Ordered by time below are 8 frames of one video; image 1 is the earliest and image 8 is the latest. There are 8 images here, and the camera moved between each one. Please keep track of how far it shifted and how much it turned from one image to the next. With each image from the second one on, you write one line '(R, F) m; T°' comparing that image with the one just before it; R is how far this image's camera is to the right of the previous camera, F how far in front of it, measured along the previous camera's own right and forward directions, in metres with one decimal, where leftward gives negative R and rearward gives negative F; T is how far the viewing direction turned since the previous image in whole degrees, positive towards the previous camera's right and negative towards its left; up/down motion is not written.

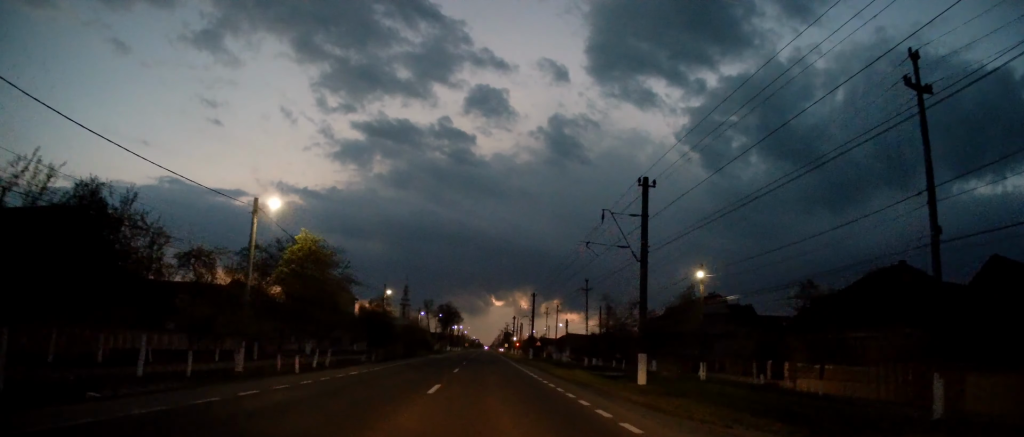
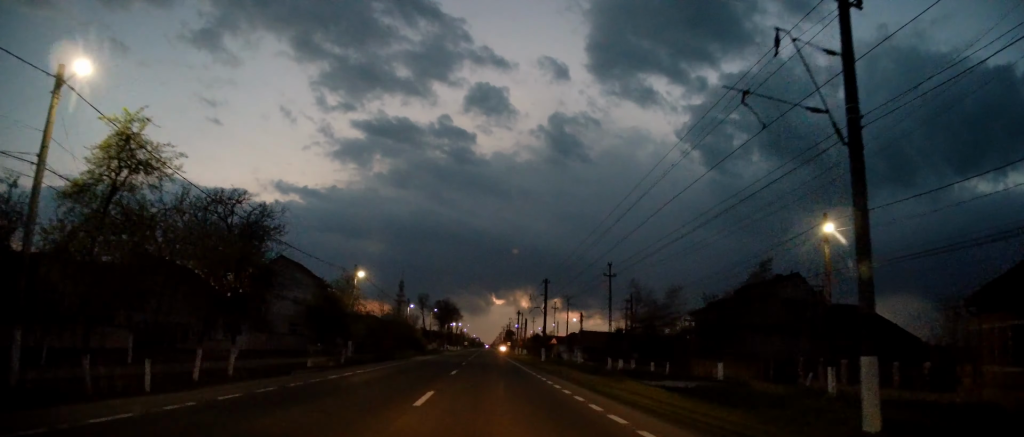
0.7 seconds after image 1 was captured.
(-0.1, +14.5) m; 0°
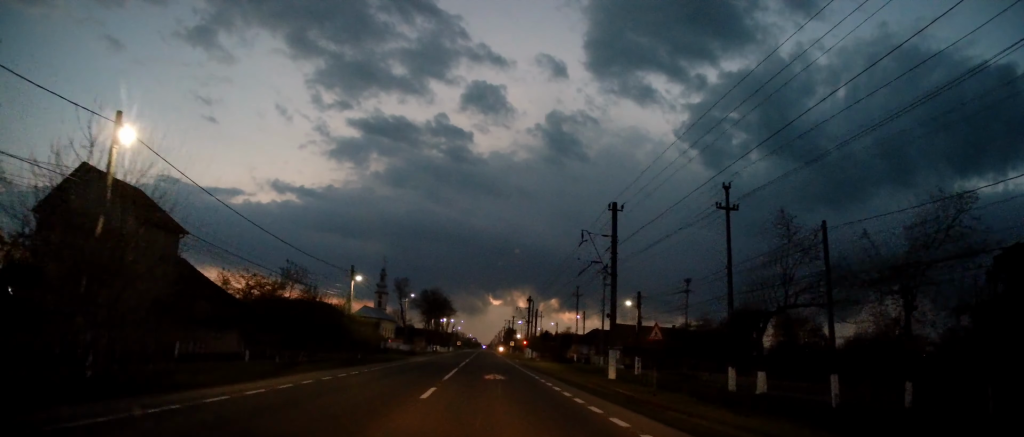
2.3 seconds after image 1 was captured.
(+0.2, +33.1) m; 0°
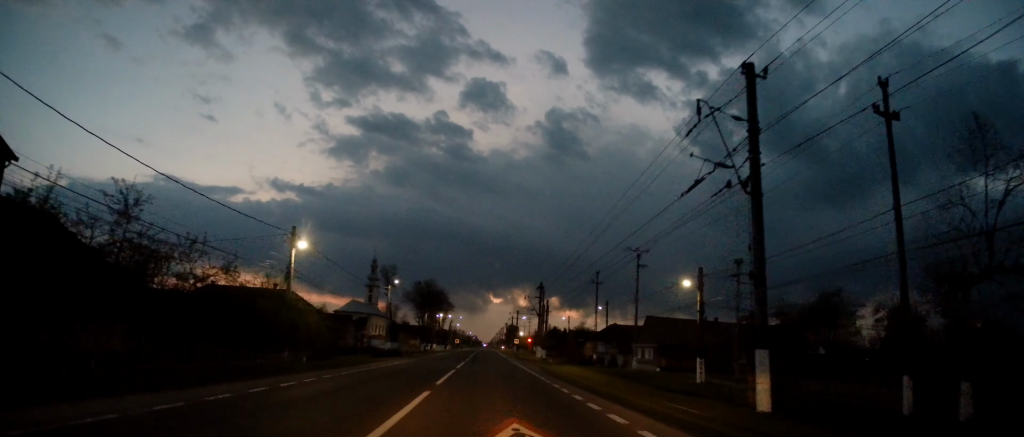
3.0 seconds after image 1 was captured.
(0.0, +15.3) m; 0°
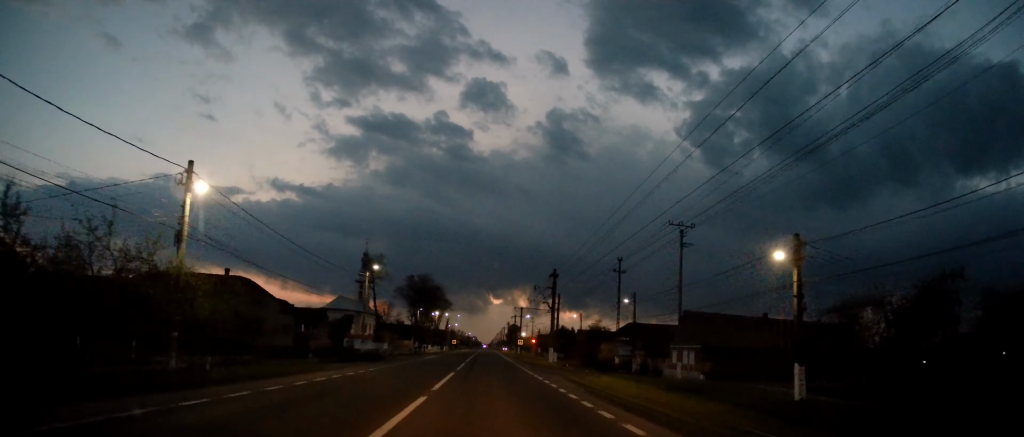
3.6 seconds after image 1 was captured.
(0.0, +12.5) m; 0°
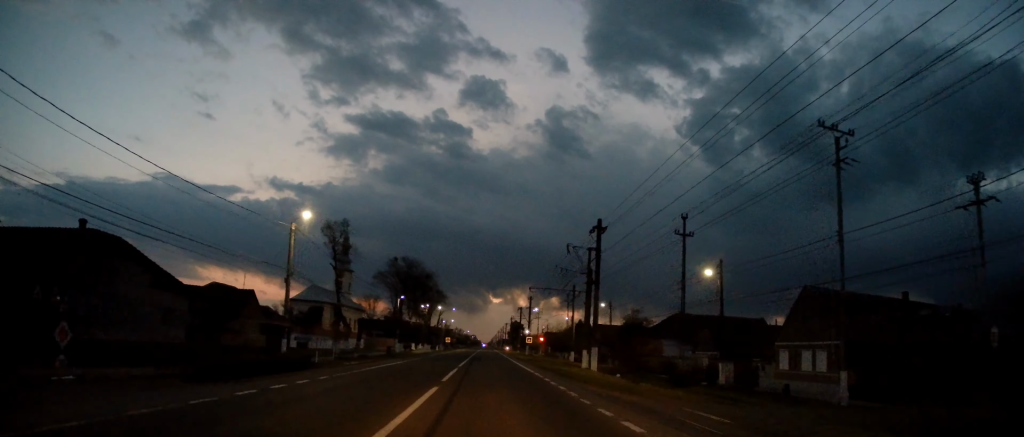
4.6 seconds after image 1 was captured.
(0.0, +21.0) m; +1°
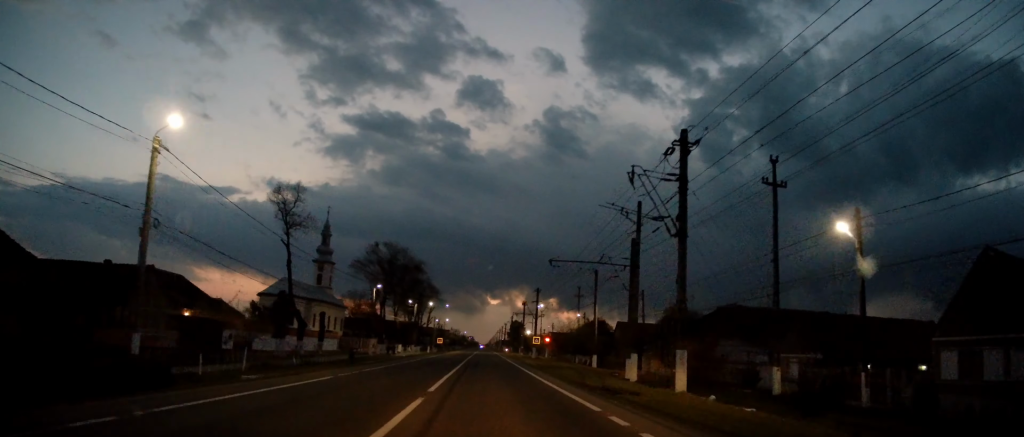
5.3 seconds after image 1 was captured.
(+0.3, +14.7) m; 0°
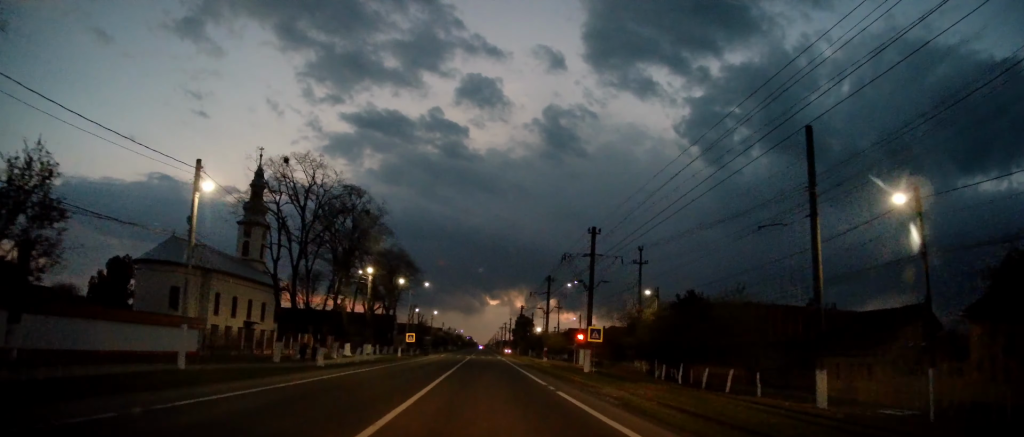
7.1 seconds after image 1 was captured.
(-0.4, +36.5) m; -1°
